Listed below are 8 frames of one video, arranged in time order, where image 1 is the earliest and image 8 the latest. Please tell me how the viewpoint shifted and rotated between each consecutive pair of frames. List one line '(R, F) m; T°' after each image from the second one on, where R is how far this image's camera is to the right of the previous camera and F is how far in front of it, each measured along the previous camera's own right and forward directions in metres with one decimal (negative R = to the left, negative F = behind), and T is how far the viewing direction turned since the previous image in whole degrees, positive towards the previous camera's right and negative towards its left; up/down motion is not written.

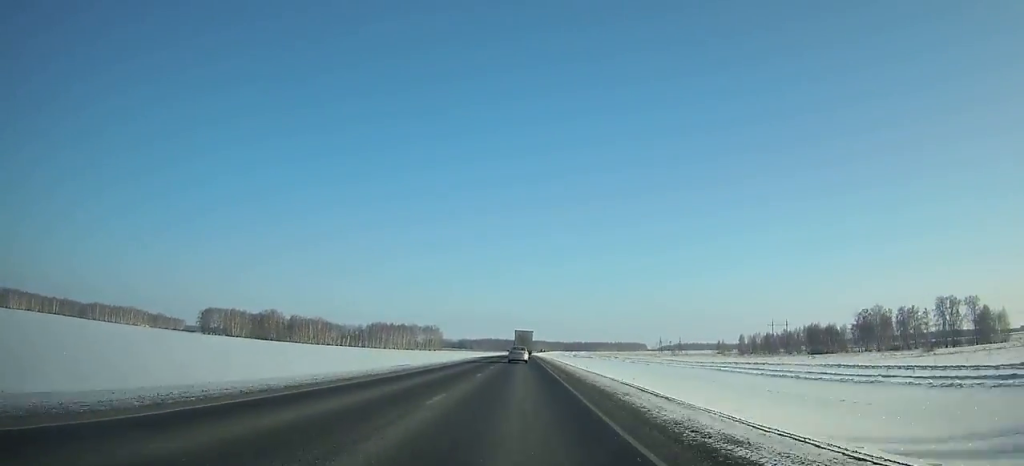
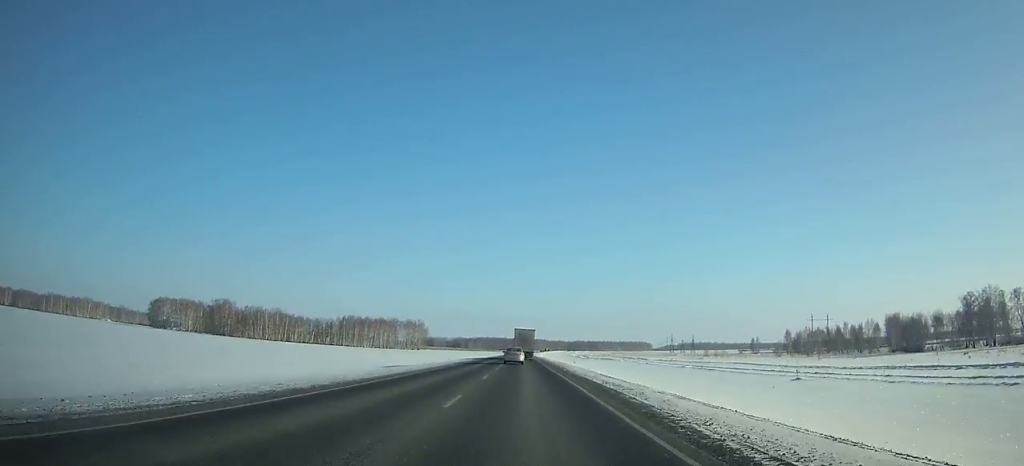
(-0.1, +72.3) m; 0°
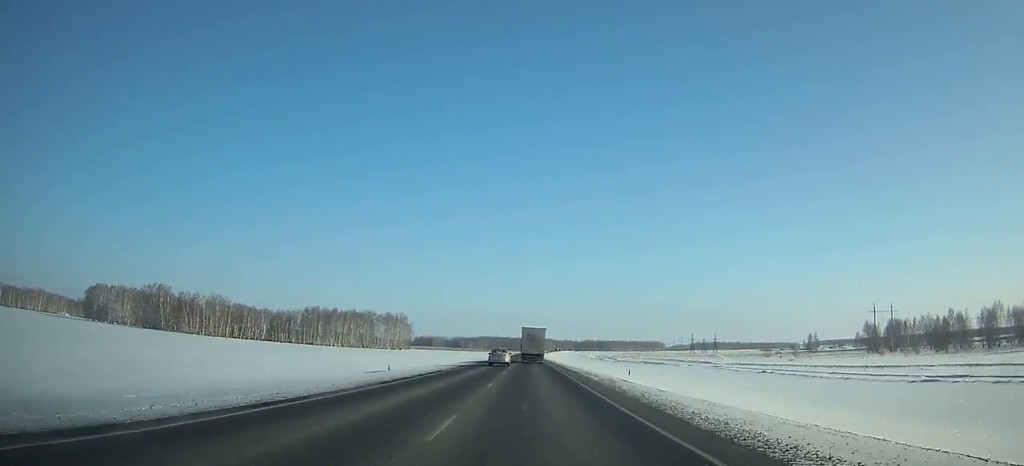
(-0.2, +76.4) m; 0°
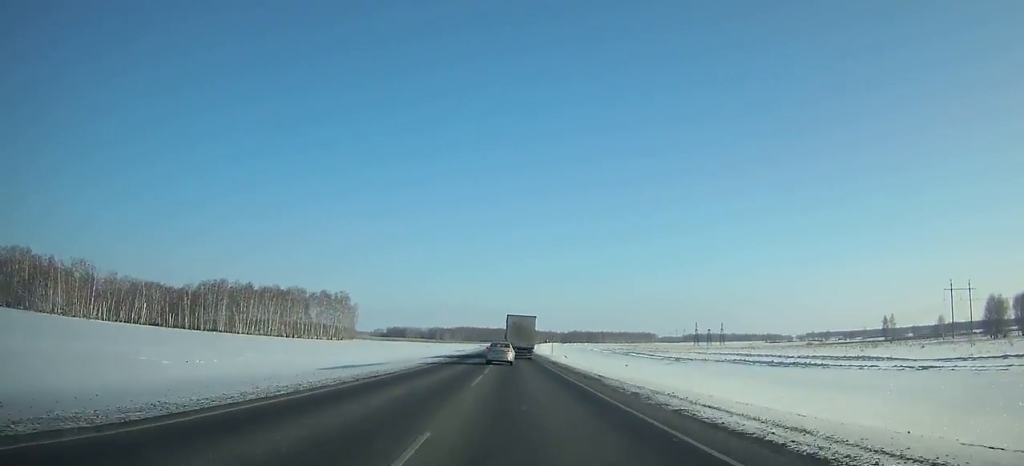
(+0.6, +81.8) m; +1°
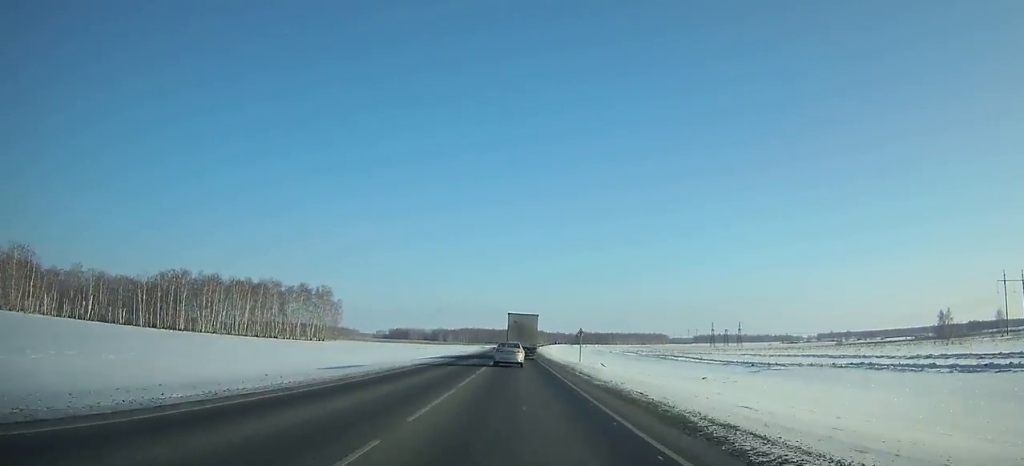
(0.0, +31.9) m; 0°
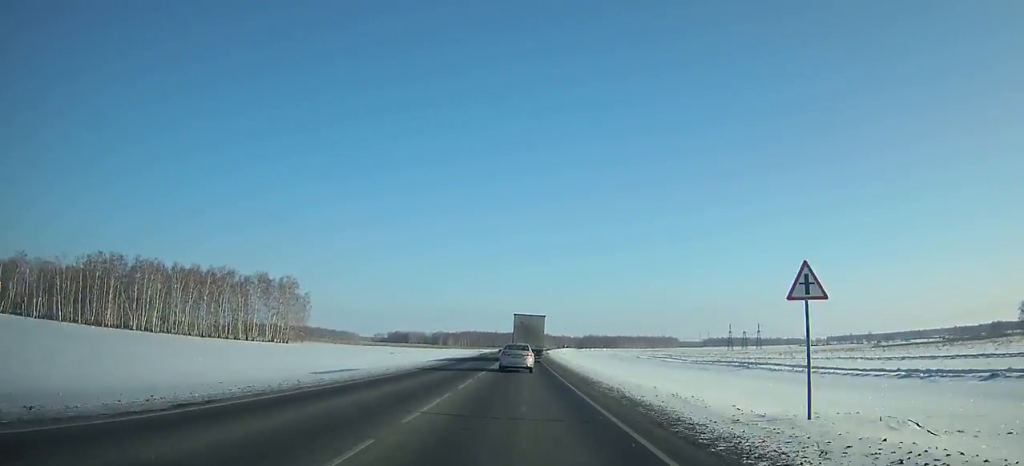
(-0.1, +38.9) m; 0°
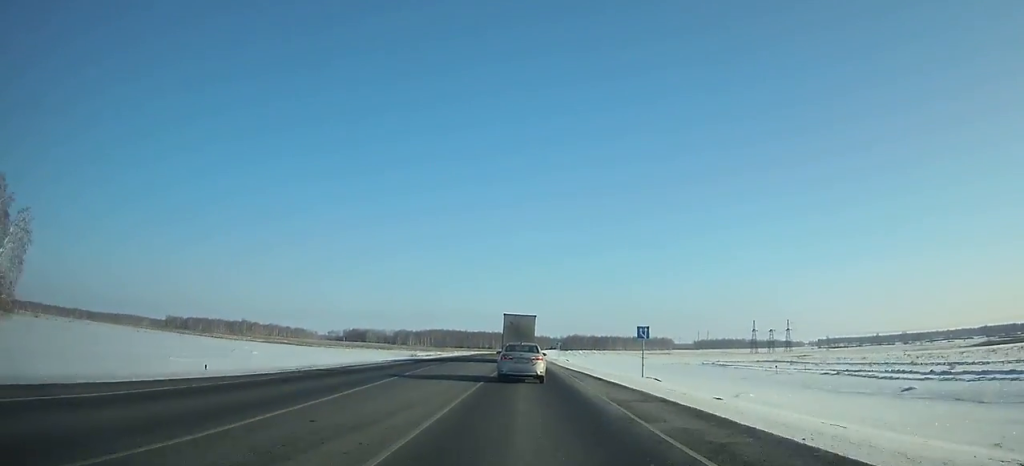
(+1.5, +112.7) m; +1°
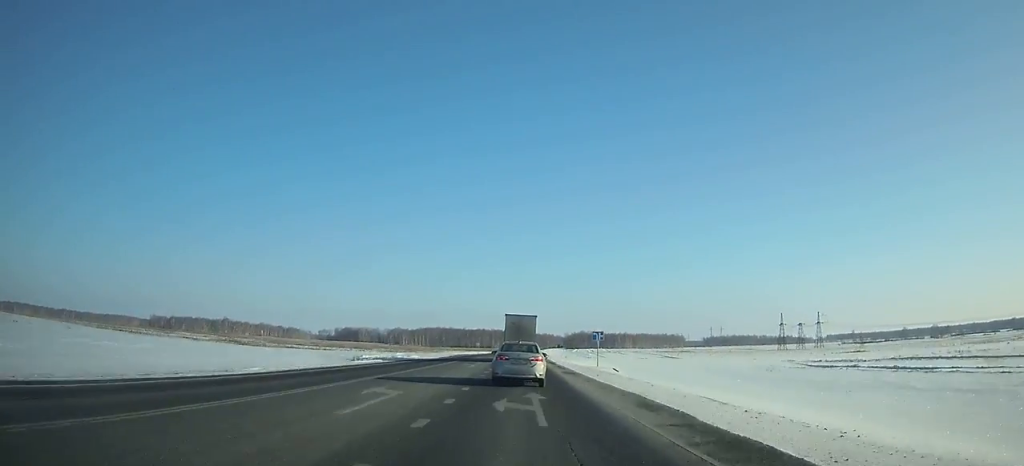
(+0.2, +46.6) m; 0°
